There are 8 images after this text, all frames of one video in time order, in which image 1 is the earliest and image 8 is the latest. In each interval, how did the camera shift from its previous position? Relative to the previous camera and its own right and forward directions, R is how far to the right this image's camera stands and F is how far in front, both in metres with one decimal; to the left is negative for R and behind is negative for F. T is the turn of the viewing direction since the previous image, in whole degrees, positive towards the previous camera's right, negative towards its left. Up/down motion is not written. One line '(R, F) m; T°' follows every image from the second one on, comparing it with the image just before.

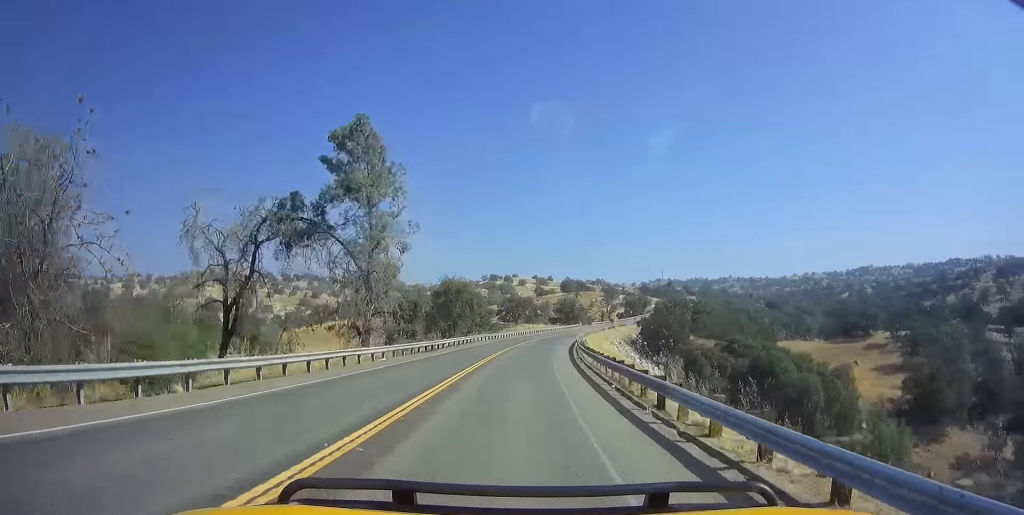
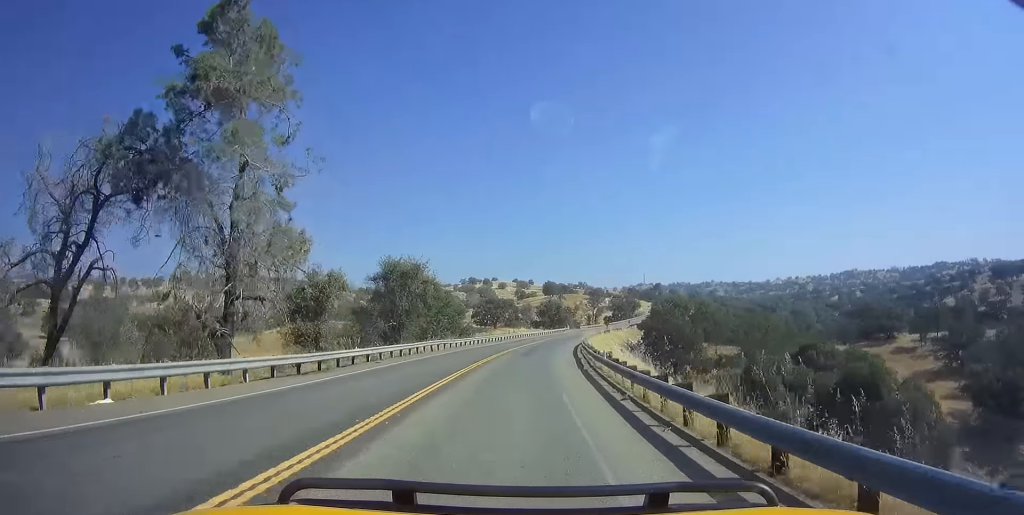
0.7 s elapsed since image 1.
(+0.4, +20.1) m; +2°
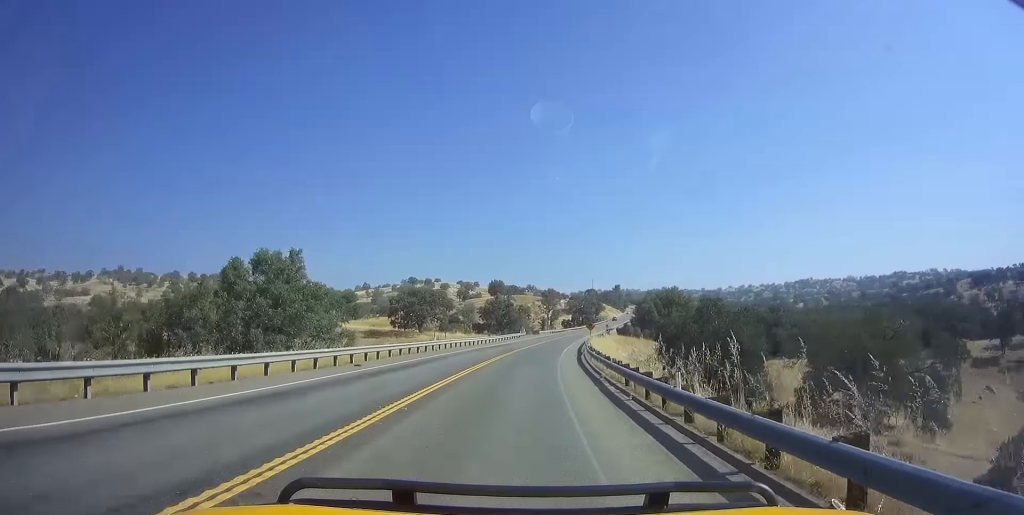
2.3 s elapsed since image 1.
(+1.0, +42.4) m; +4°
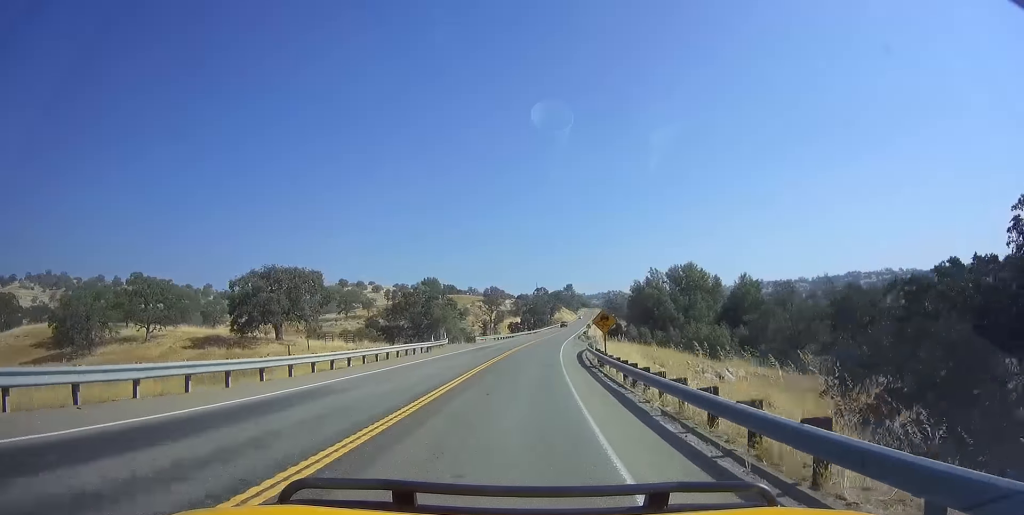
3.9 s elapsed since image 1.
(+3.9, +43.5) m; +9°
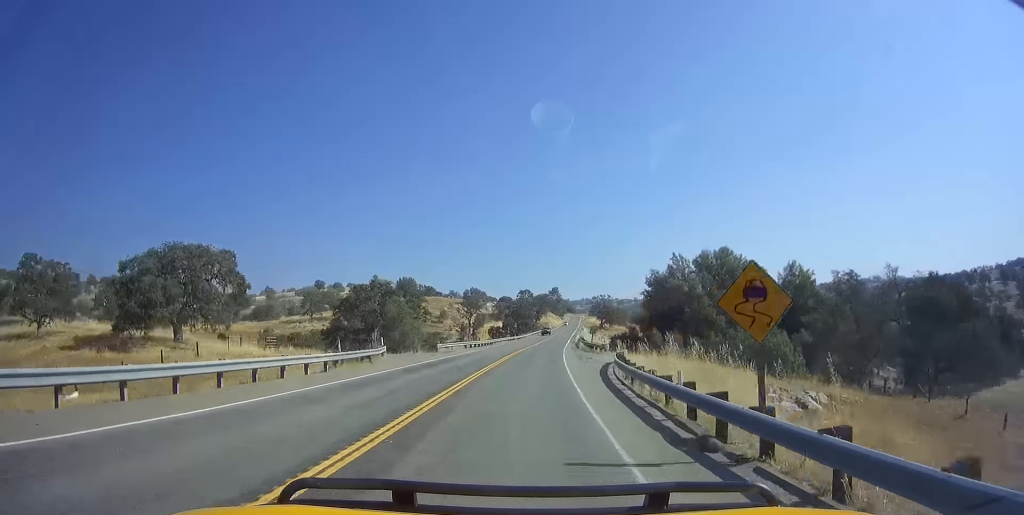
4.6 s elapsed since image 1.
(+0.6, +17.7) m; +2°
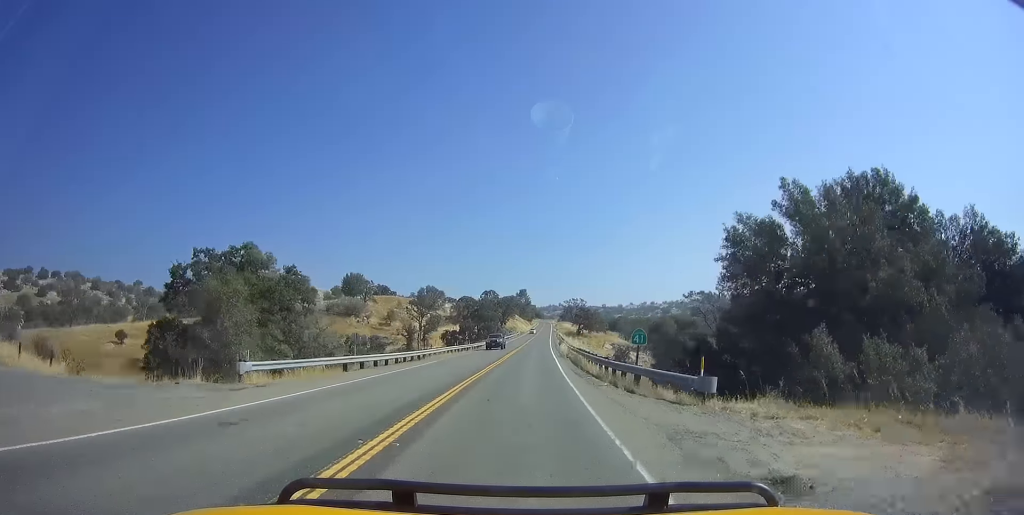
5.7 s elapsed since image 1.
(+0.2, +29.2) m; +1°
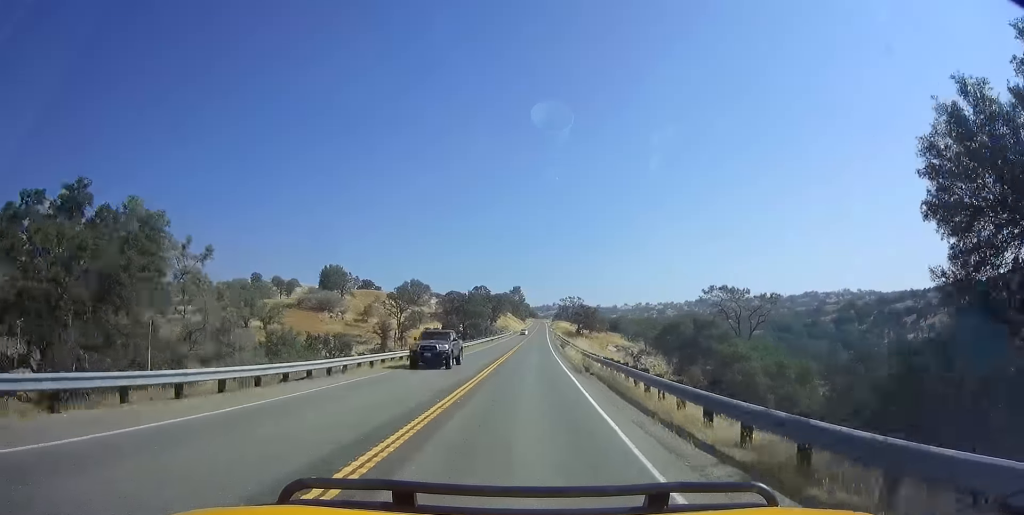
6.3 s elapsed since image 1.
(-0.2, +16.8) m; +1°
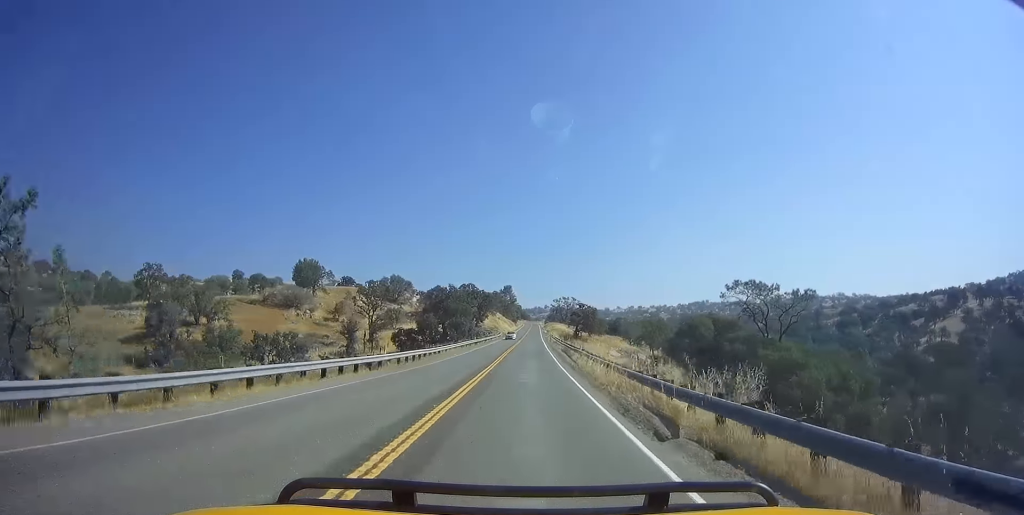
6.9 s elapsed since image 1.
(+0.4, +15.8) m; +2°
